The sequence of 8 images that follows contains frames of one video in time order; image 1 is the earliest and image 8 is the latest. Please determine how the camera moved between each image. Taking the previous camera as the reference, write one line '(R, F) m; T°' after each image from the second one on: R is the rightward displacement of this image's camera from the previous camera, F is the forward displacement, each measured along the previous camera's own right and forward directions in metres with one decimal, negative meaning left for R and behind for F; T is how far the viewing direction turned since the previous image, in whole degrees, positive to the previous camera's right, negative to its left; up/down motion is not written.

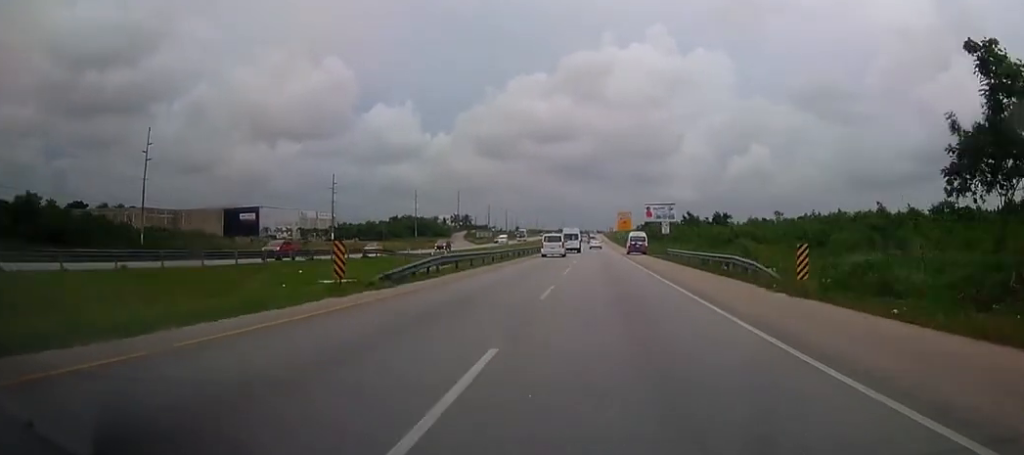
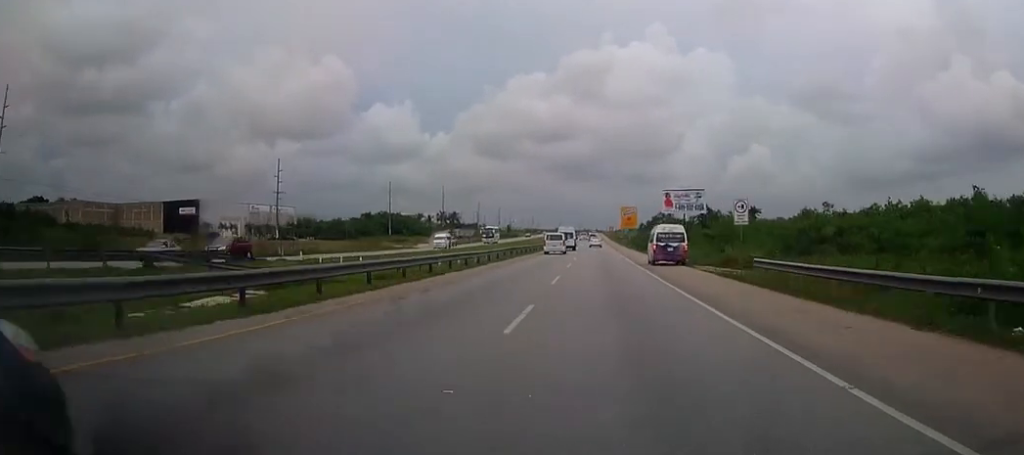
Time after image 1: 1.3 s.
(+0.2, +30.6) m; 0°
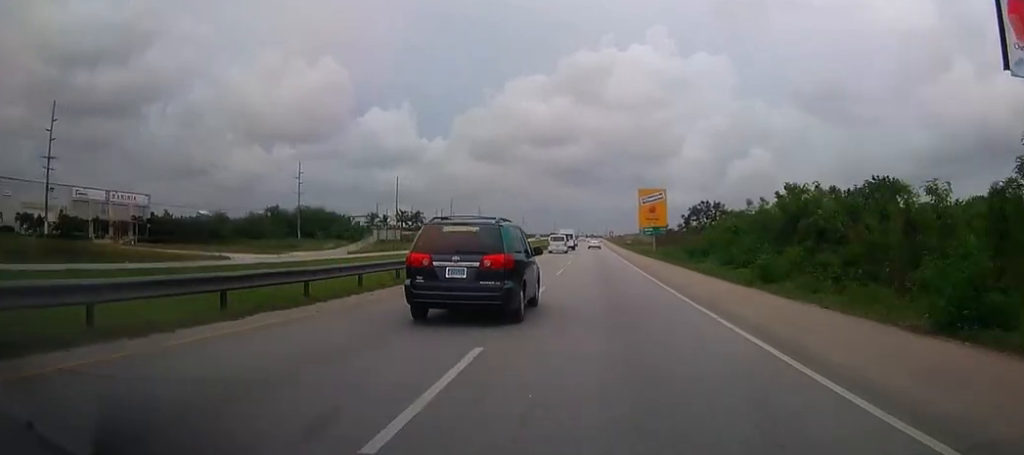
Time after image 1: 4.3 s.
(+0.2, +71.0) m; 0°
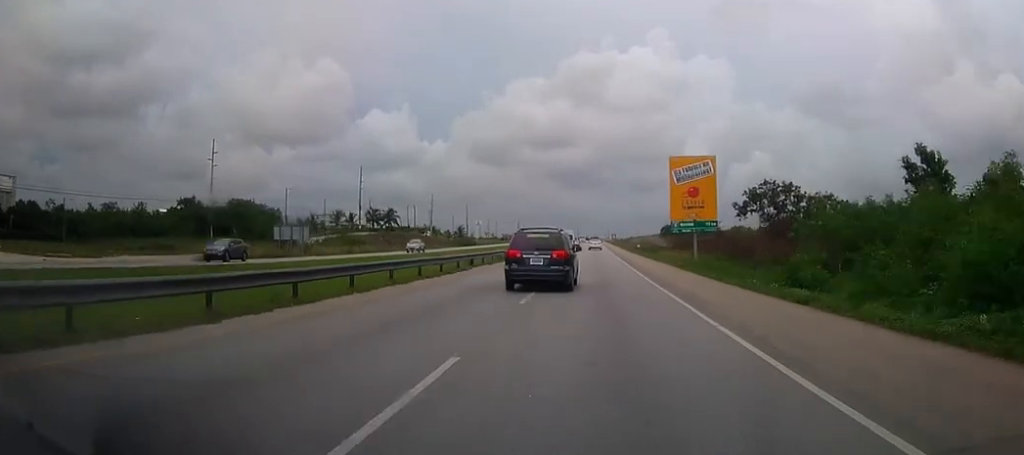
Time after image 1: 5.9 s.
(0.0, +38.0) m; 0°
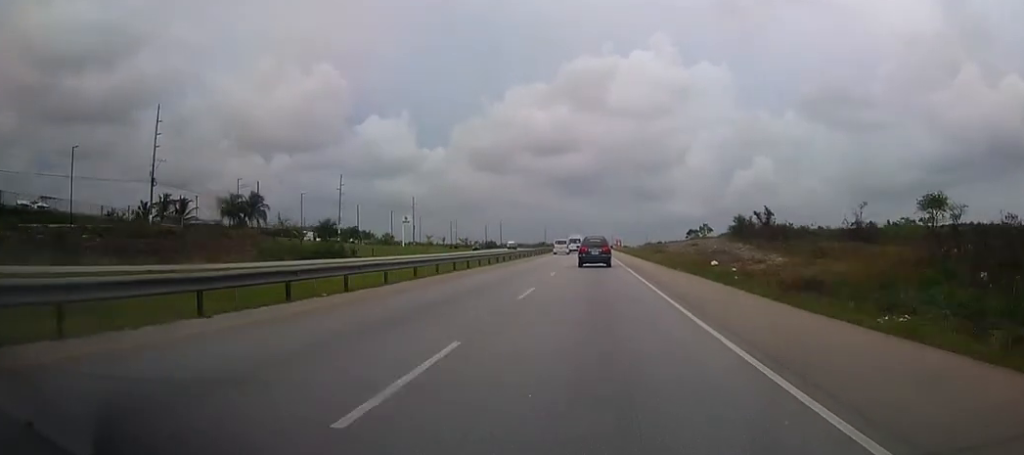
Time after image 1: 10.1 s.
(+0.3, +100.2) m; 0°
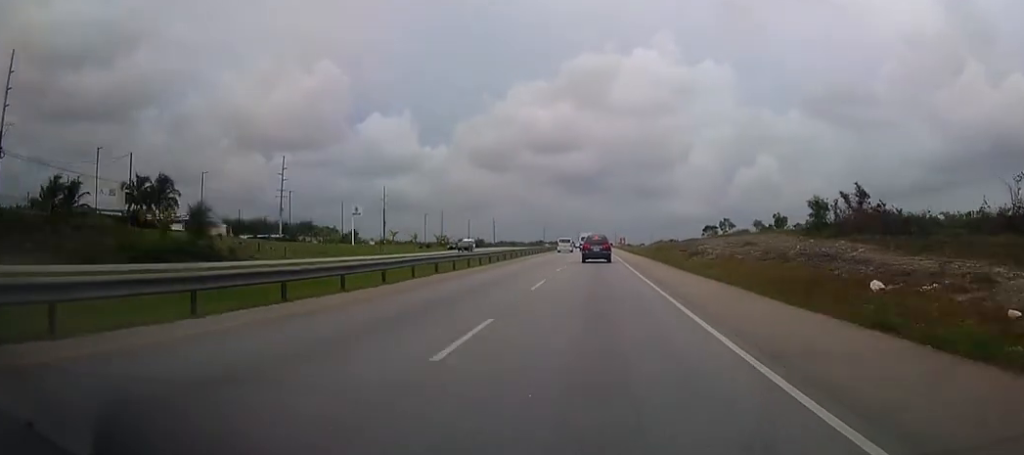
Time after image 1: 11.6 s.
(-0.2, +35.7) m; 0°
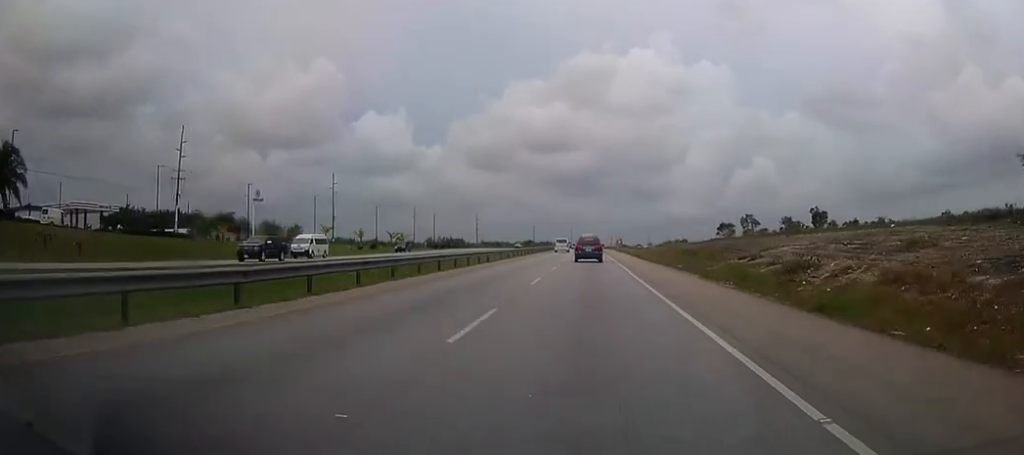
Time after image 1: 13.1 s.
(-0.1, +35.8) m; 0°
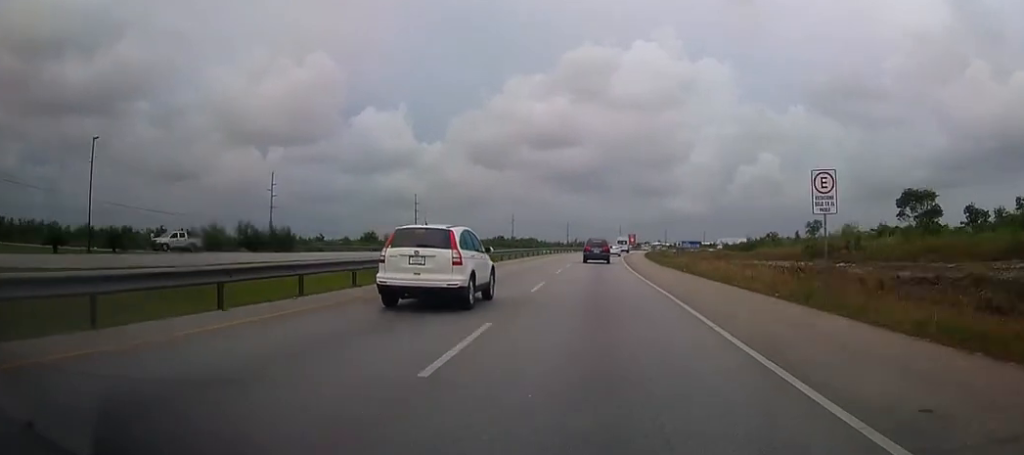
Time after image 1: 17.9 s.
(+0.1, +114.3) m; 0°
